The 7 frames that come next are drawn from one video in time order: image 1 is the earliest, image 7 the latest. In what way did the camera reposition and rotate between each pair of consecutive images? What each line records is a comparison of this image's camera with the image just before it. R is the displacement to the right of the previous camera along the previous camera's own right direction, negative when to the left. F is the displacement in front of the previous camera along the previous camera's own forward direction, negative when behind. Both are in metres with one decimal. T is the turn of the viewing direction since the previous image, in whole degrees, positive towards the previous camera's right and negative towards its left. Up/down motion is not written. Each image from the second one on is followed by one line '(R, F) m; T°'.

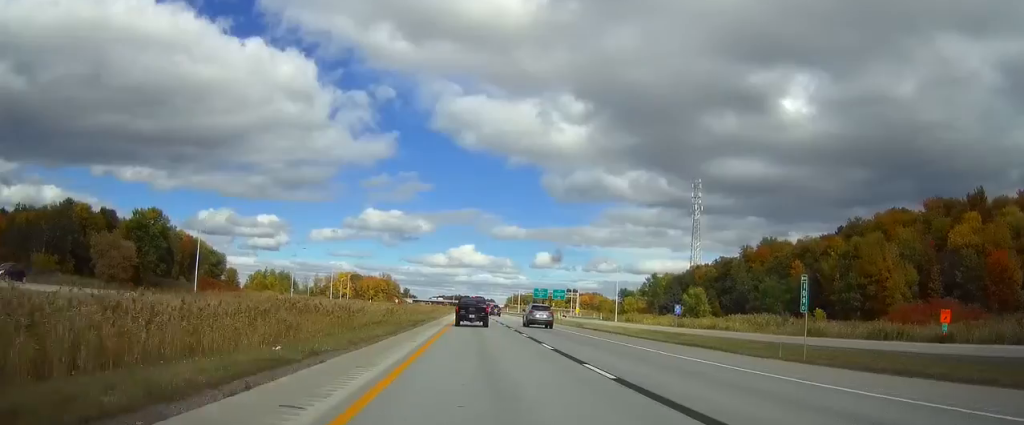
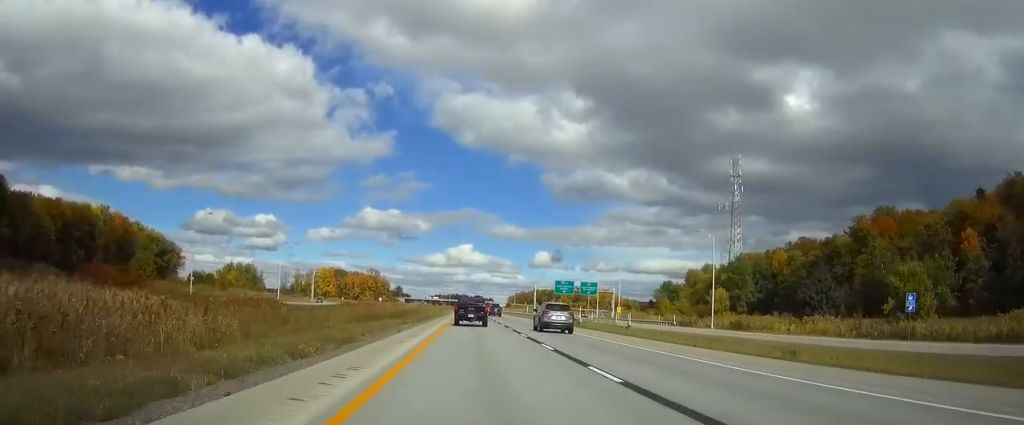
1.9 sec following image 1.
(0.0, +63.0) m; 0°
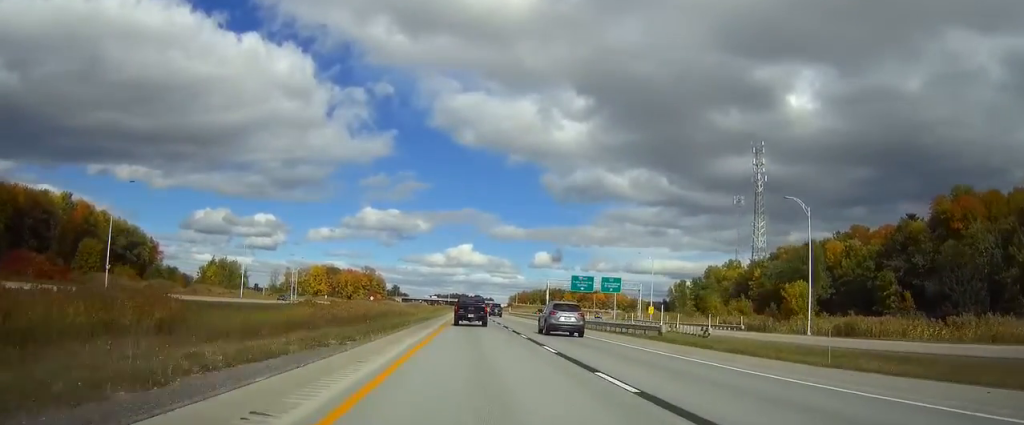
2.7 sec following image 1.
(0.0, +28.2) m; 0°
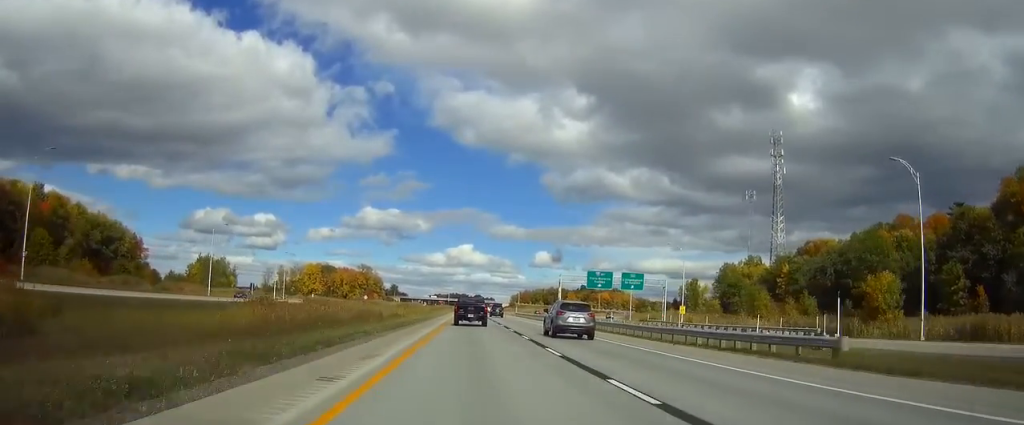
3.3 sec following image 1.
(0.0, +19.1) m; 0°
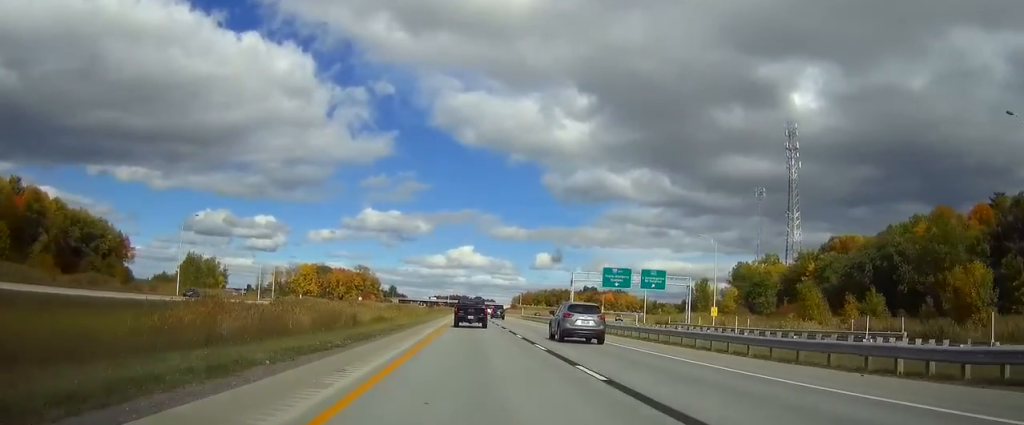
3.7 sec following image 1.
(0.0, +14.7) m; 0°
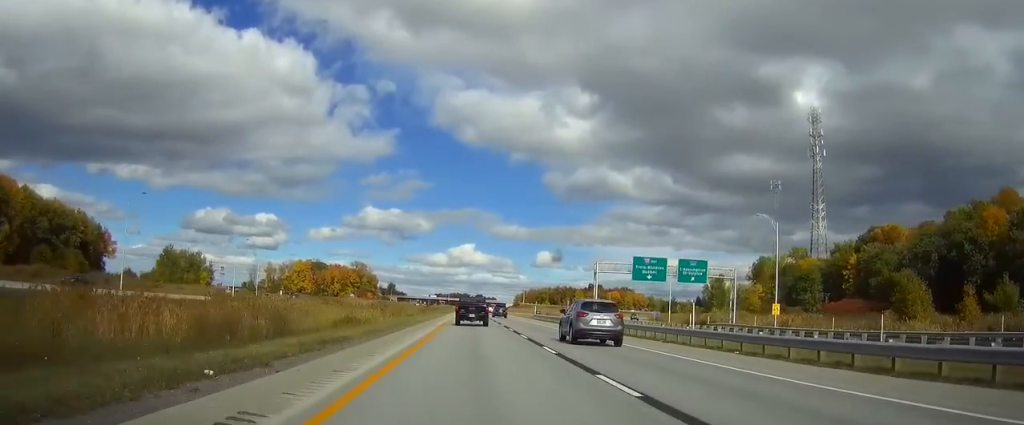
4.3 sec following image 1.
(0.0, +20.3) m; 0°
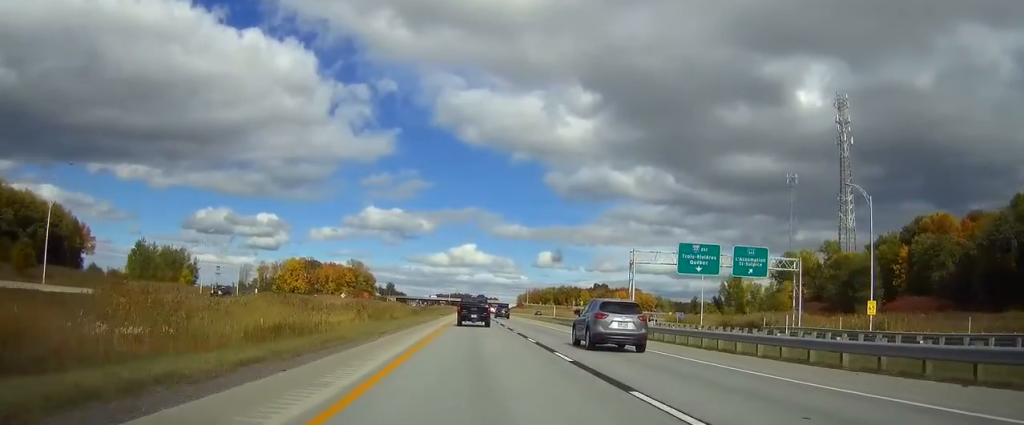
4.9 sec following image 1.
(0.0, +20.3) m; 0°
